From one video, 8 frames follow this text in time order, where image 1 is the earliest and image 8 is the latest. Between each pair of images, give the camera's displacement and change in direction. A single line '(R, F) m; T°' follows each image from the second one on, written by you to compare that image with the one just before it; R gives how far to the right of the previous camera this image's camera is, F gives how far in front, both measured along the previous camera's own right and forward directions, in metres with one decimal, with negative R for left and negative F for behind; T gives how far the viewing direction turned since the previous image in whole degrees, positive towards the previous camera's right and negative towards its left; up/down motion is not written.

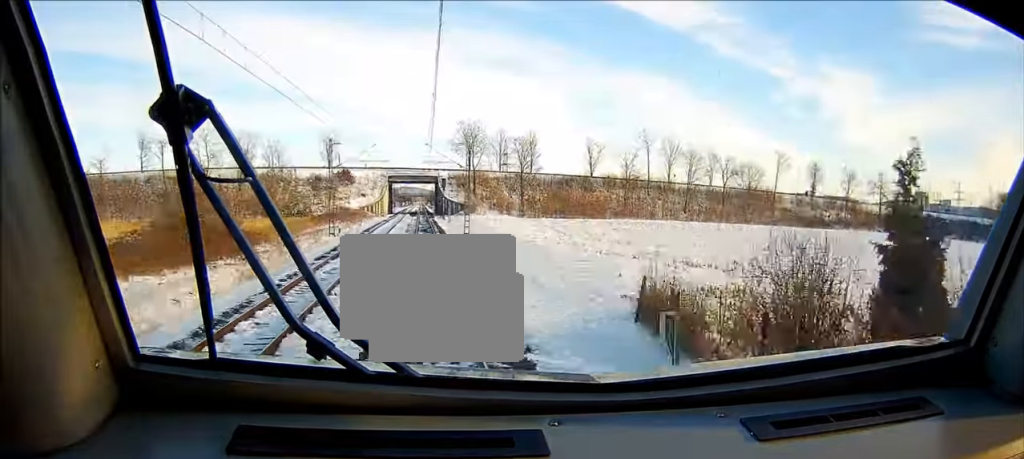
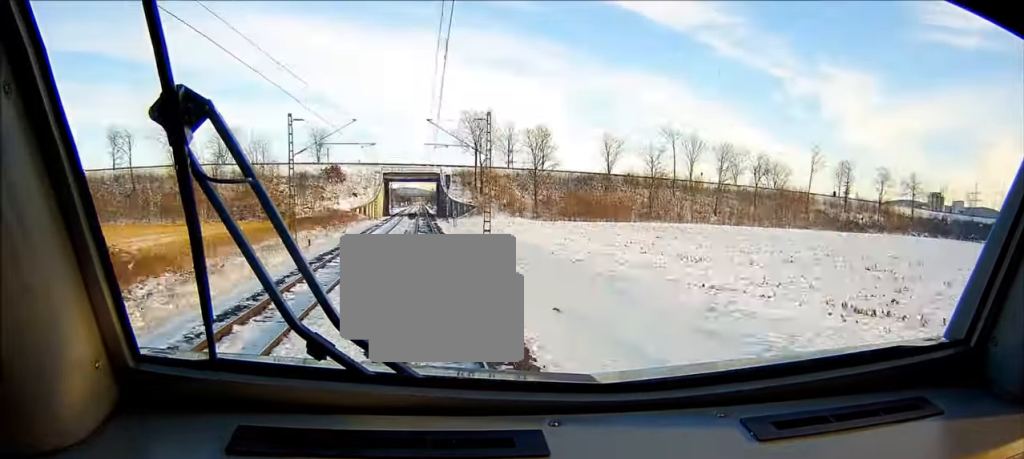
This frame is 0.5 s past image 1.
(0.0, +18.2) m; 0°
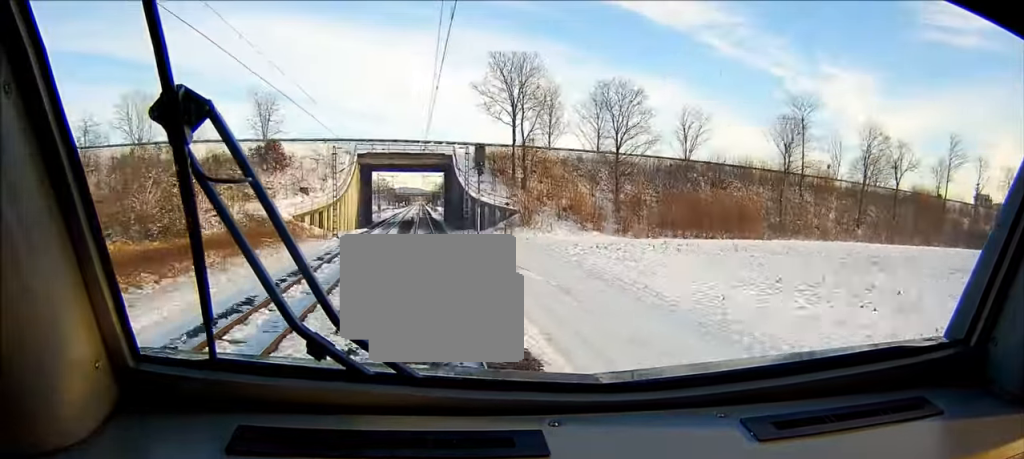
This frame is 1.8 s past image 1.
(+0.1, +50.4) m; 0°
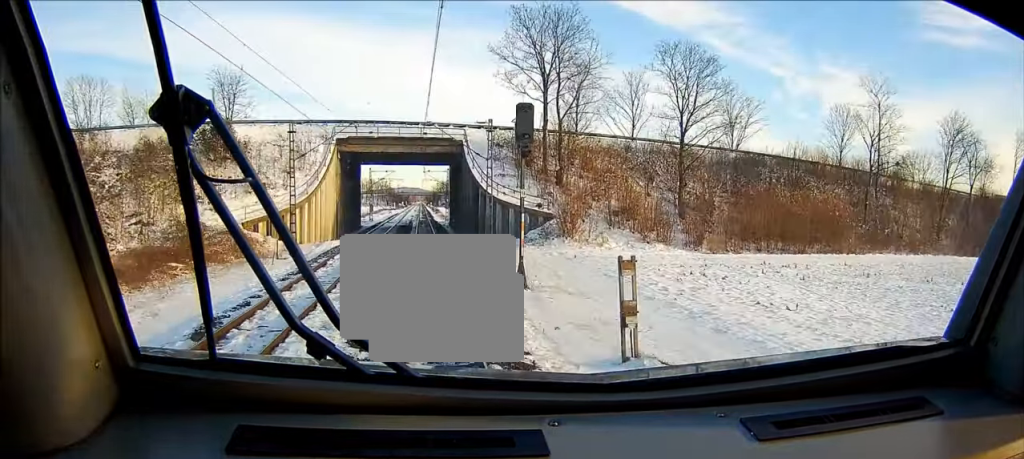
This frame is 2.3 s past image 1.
(+0.1, +19.3) m; 0°
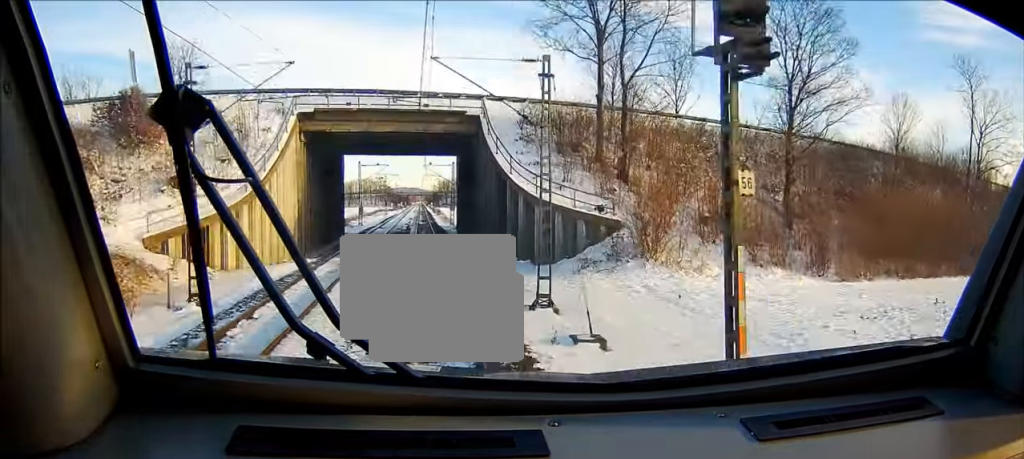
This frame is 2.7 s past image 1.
(0.0, +16.7) m; 0°
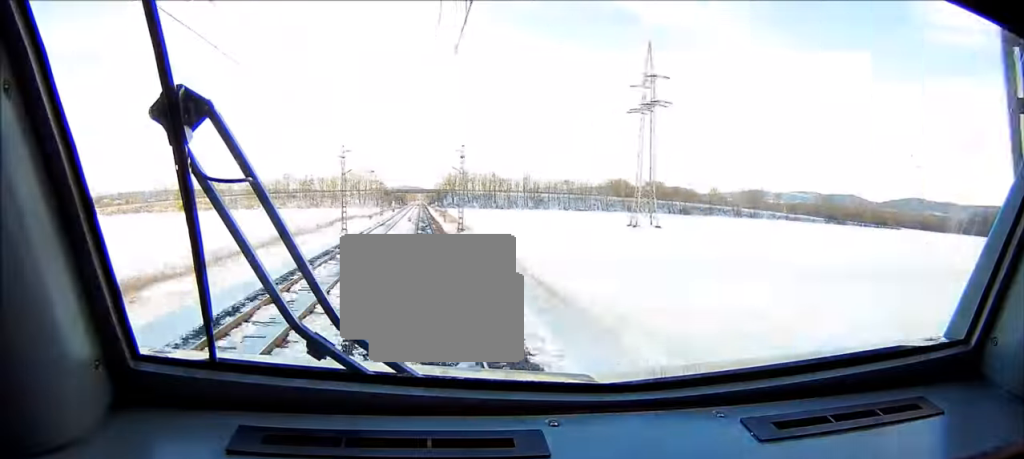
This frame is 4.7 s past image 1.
(-0.2, +77.0) m; 0°
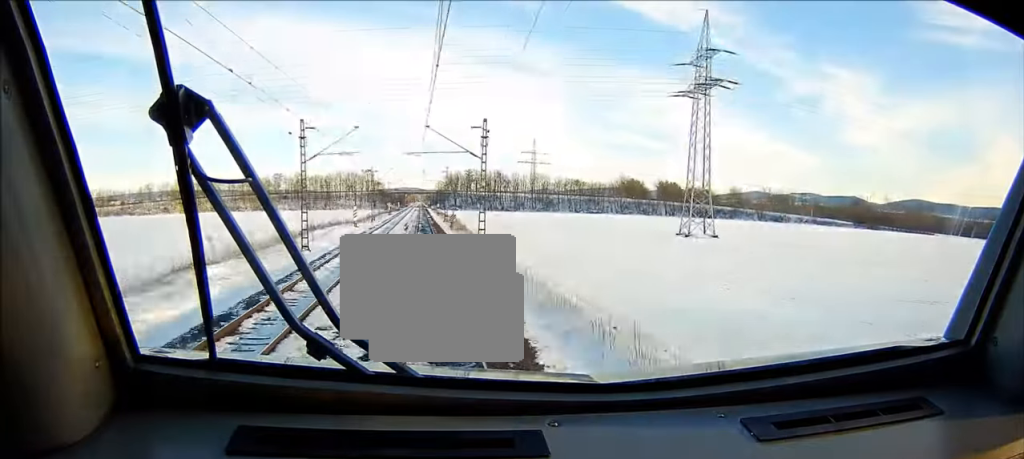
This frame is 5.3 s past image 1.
(0.0, +21.9) m; 0°
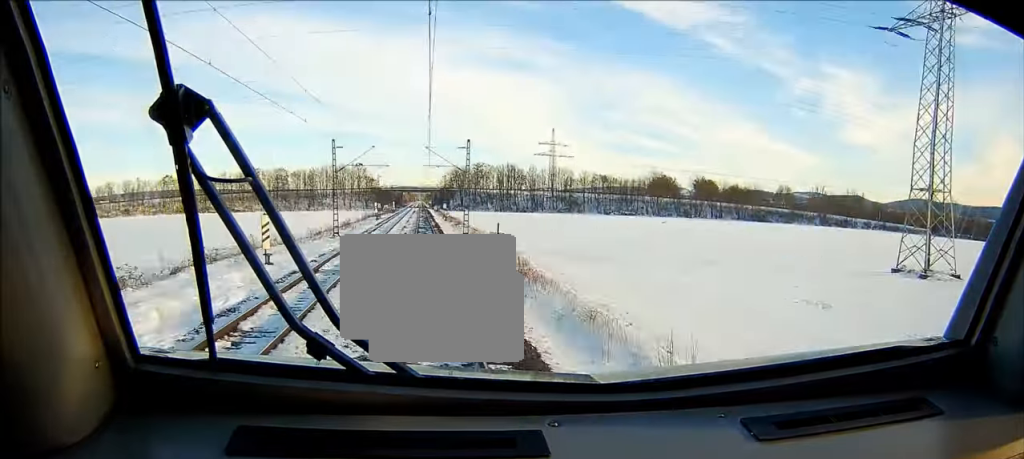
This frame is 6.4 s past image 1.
(+0.2, +43.7) m; 0°
